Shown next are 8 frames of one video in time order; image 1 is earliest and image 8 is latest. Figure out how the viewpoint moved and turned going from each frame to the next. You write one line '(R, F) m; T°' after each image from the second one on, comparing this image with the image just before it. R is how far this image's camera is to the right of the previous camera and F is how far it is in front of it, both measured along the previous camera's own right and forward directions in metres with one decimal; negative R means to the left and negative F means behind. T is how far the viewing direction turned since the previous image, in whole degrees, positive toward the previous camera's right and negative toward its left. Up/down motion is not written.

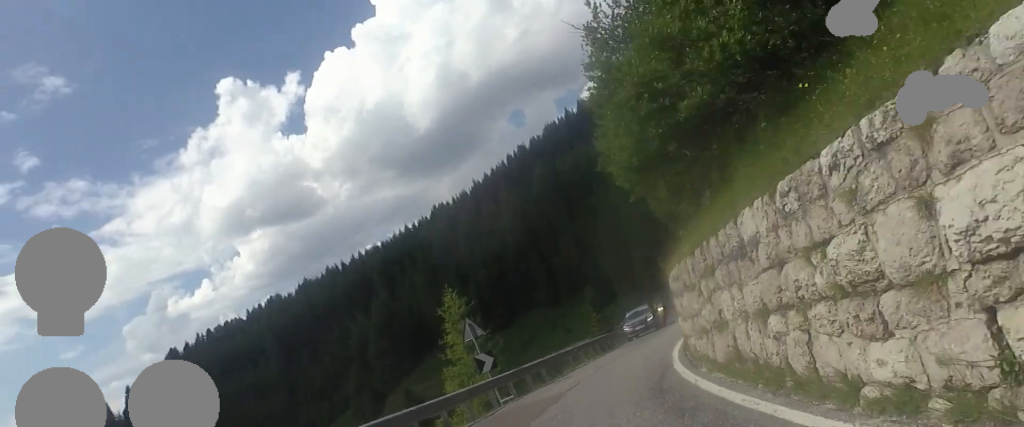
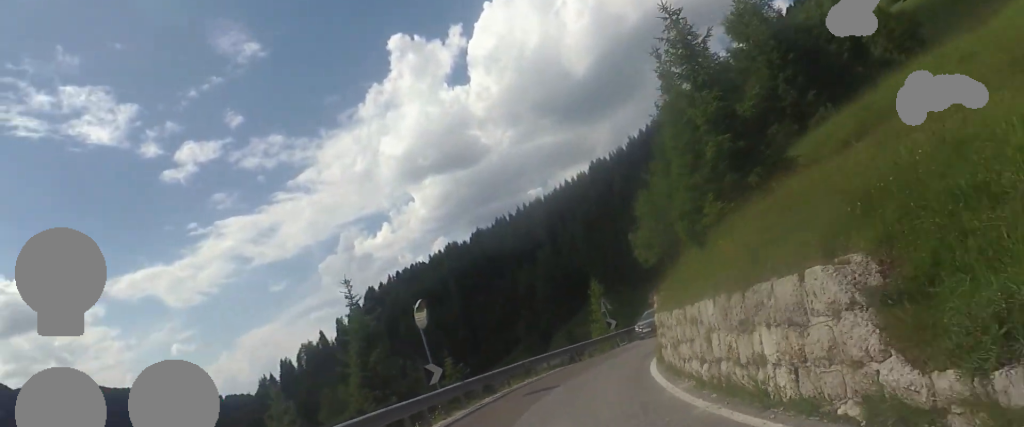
(-1.4, +16.9) m; -15°
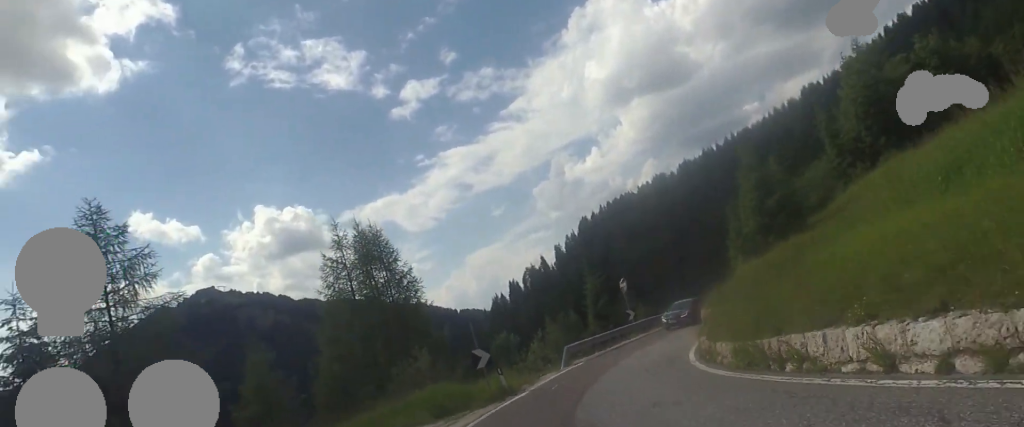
(-4.6, +19.1) m; -20°
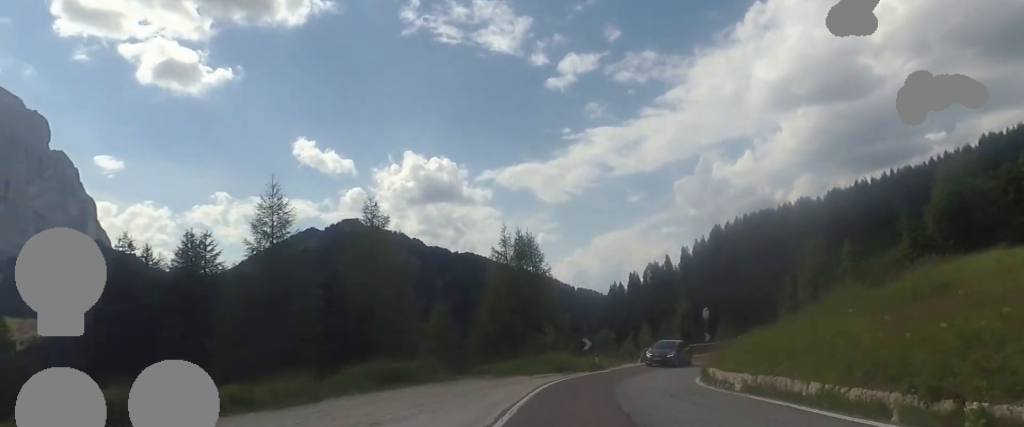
(-1.0, +13.6) m; -10°
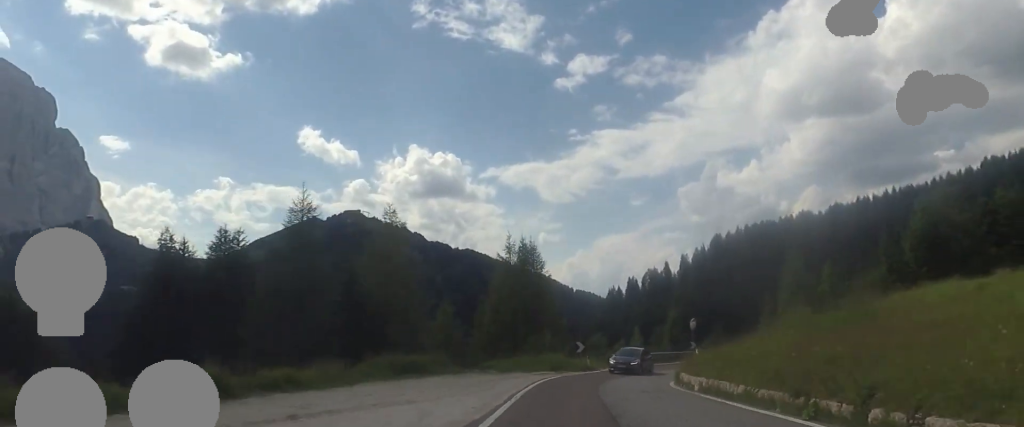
(-0.2, +4.1) m; -1°
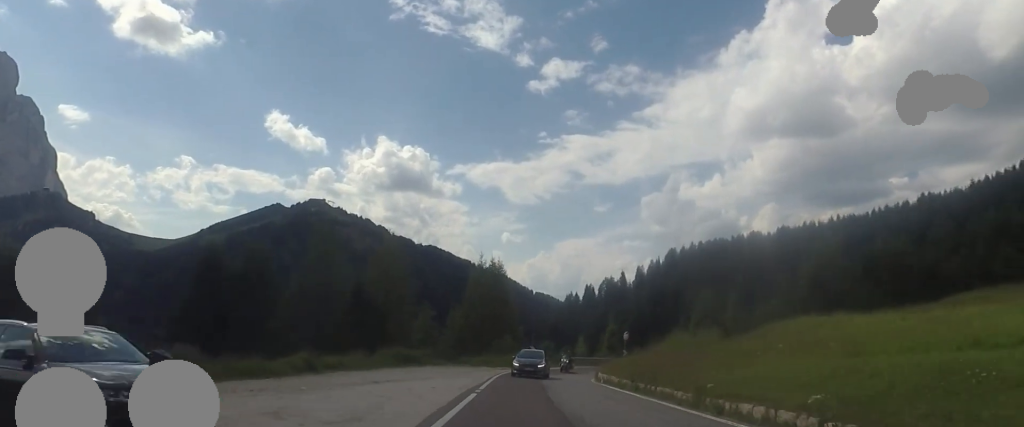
(0.0, +12.0) m; +8°
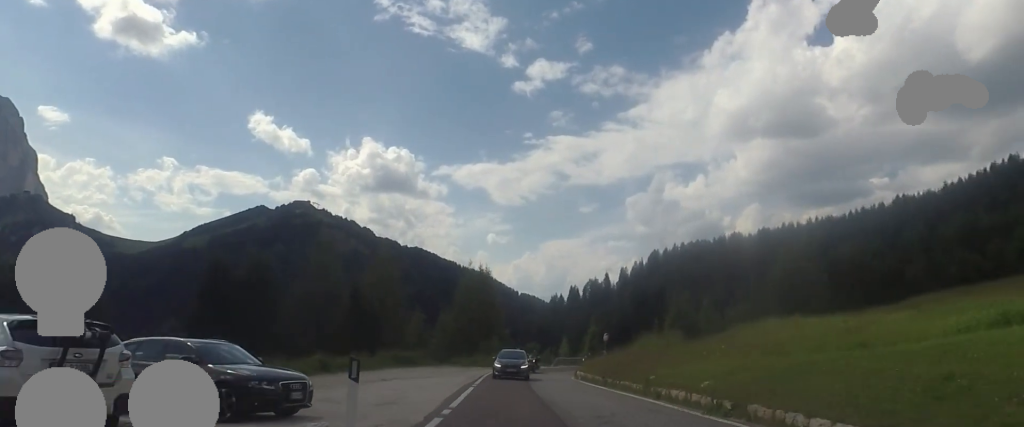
(+0.1, +4.3) m; +5°
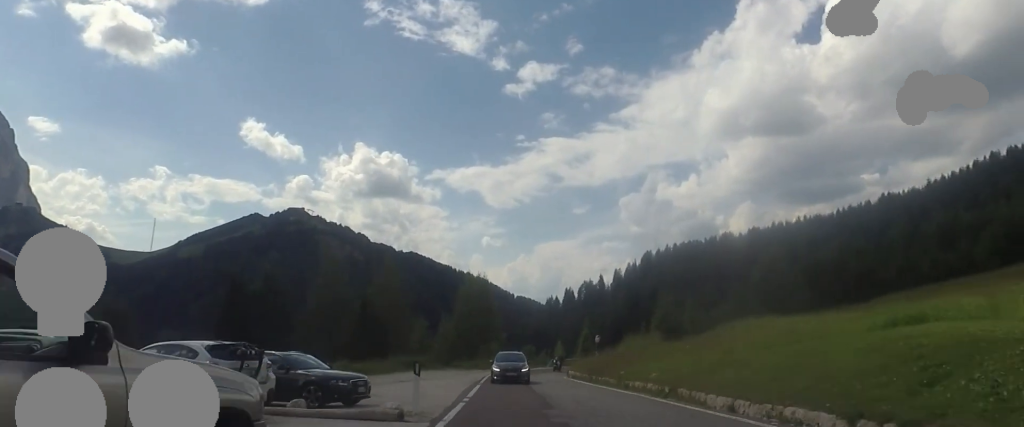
(+0.7, +4.8) m; -2°
